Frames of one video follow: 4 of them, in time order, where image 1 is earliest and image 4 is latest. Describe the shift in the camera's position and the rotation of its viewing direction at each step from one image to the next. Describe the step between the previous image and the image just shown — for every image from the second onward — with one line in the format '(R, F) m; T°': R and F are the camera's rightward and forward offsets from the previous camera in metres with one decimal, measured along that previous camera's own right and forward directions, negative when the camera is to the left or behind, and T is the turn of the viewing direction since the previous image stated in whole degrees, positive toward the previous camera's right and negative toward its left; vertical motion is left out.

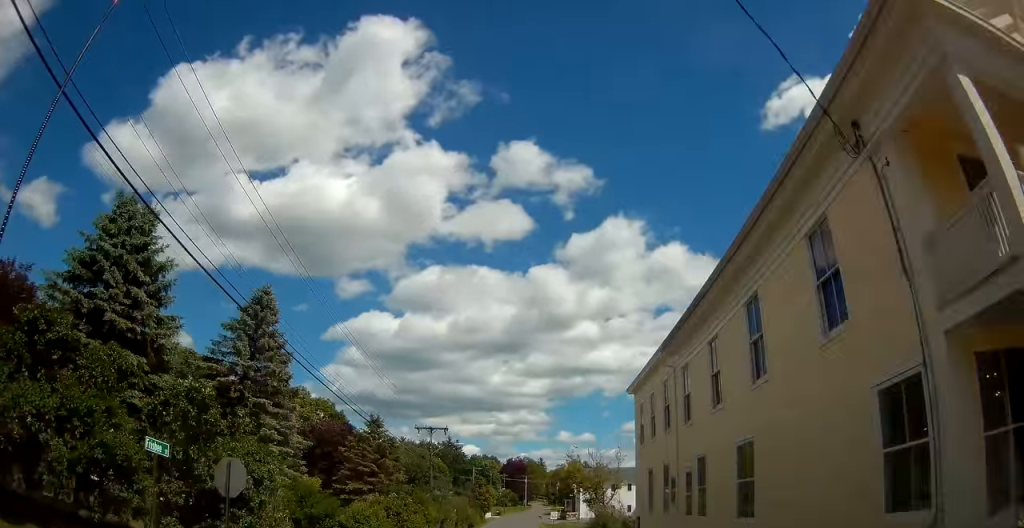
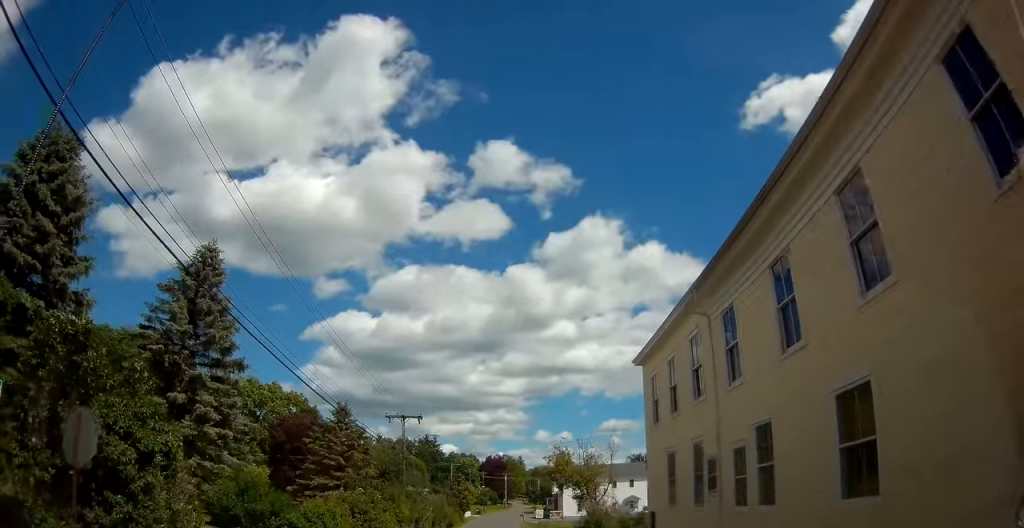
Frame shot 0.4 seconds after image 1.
(0.0, +4.2) m; +2°
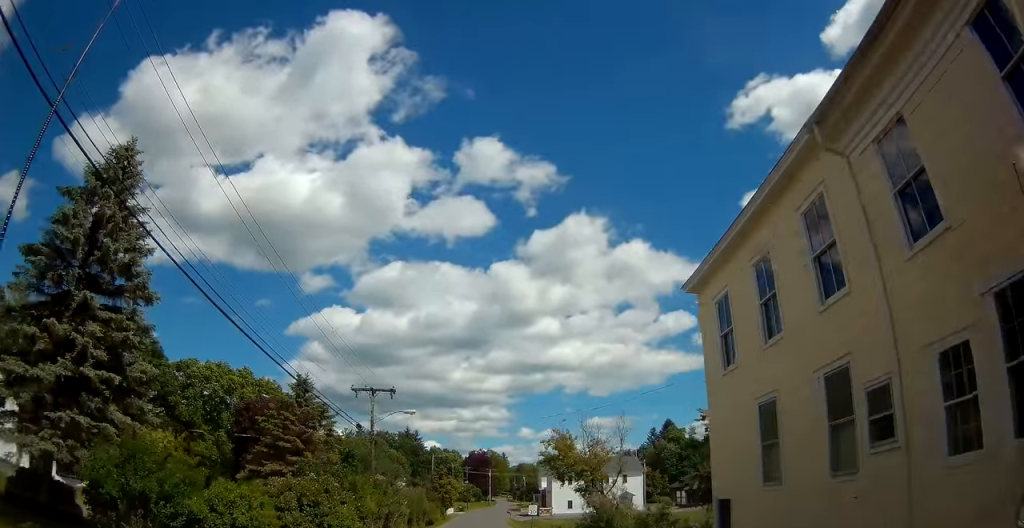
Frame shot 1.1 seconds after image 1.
(+0.1, +6.3) m; +3°
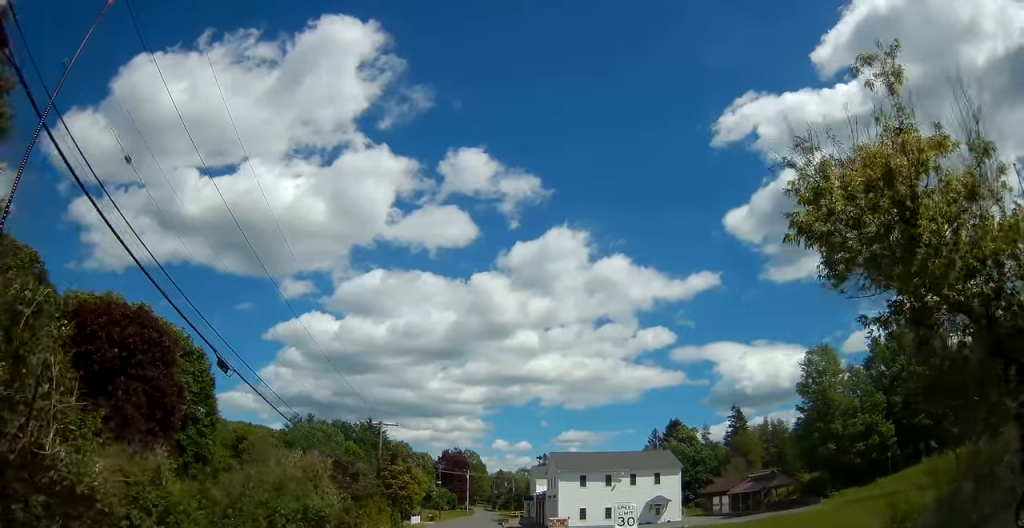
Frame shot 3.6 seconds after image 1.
(+1.3, +27.7) m; +3°
